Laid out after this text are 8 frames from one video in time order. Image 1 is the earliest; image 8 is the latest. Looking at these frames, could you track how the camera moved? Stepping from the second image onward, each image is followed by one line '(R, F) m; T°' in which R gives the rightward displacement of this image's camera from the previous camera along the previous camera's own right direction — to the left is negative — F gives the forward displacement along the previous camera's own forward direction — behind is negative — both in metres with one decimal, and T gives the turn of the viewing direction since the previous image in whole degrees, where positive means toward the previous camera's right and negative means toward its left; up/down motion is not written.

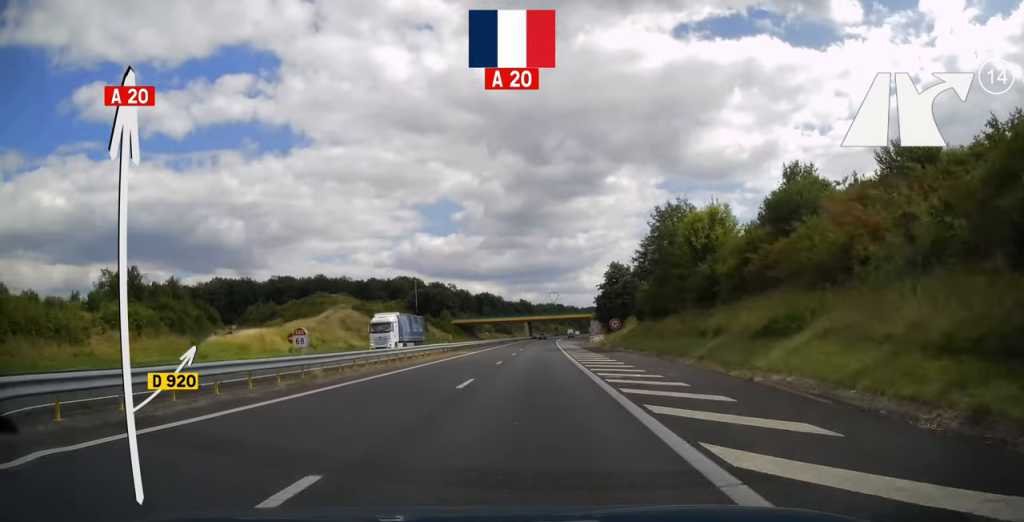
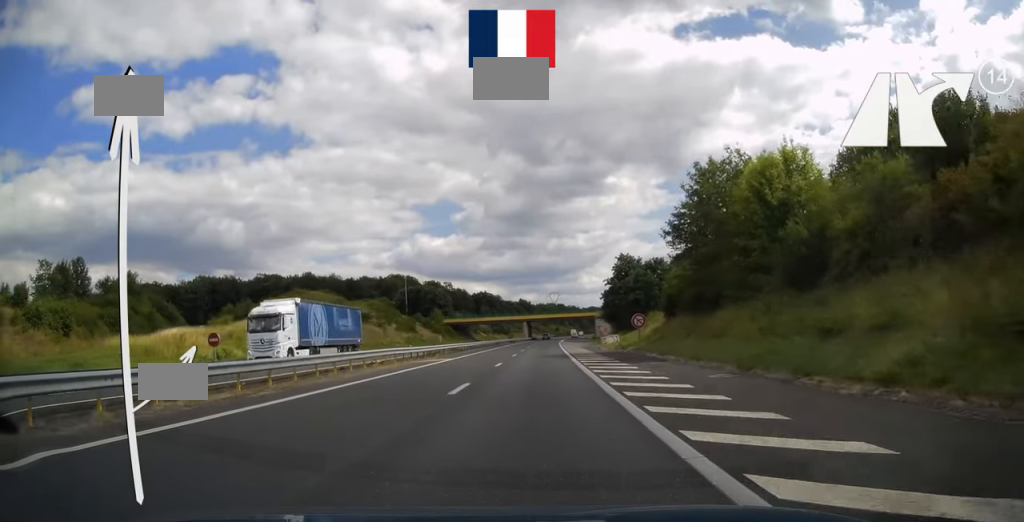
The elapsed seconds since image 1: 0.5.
(0.0, +14.7) m; 0°
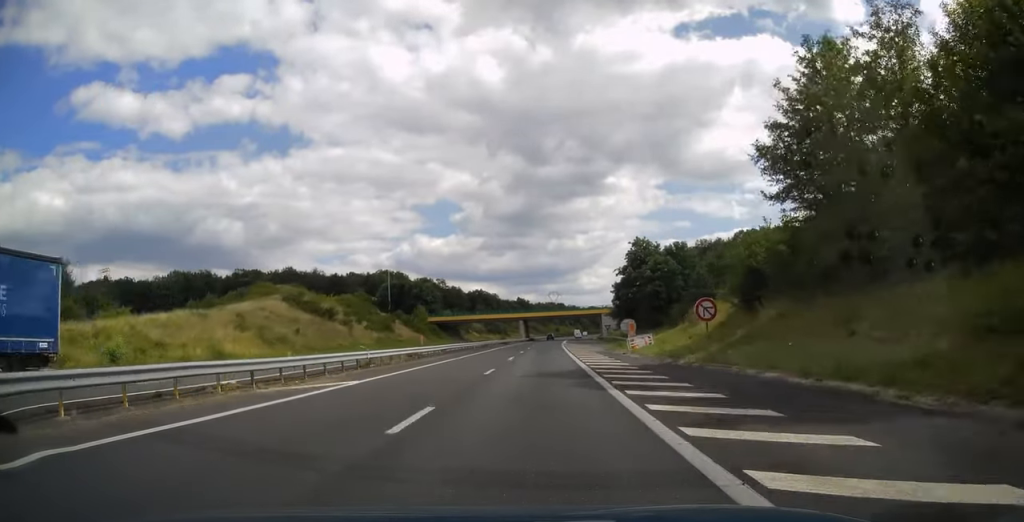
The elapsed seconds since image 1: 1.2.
(0.0, +19.1) m; 0°
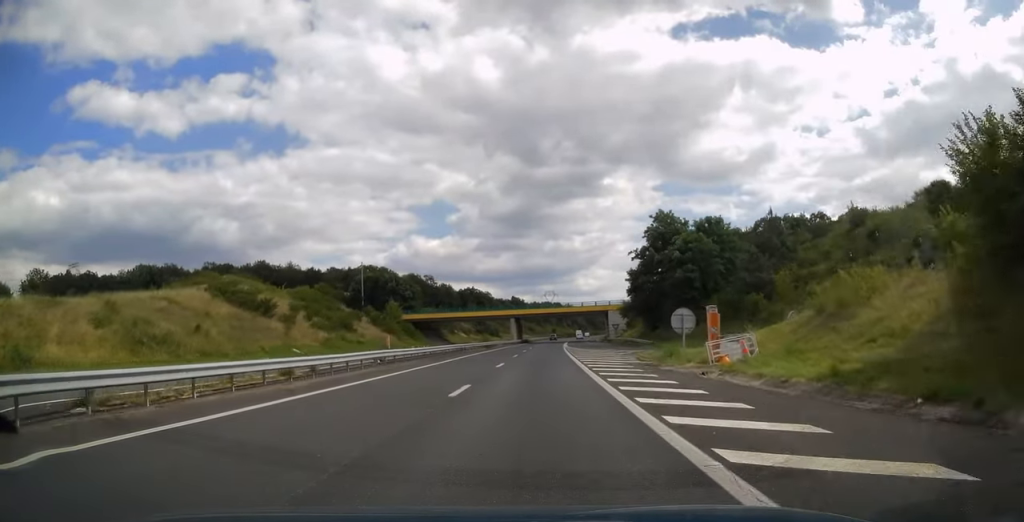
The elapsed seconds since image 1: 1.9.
(+0.1, +21.1) m; 0°
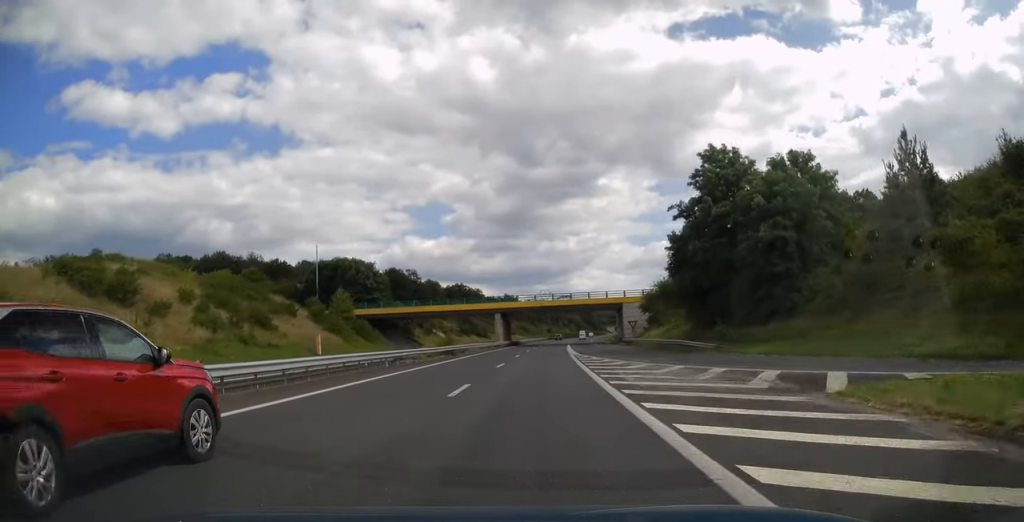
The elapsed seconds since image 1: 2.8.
(+0.1, +26.5) m; +1°
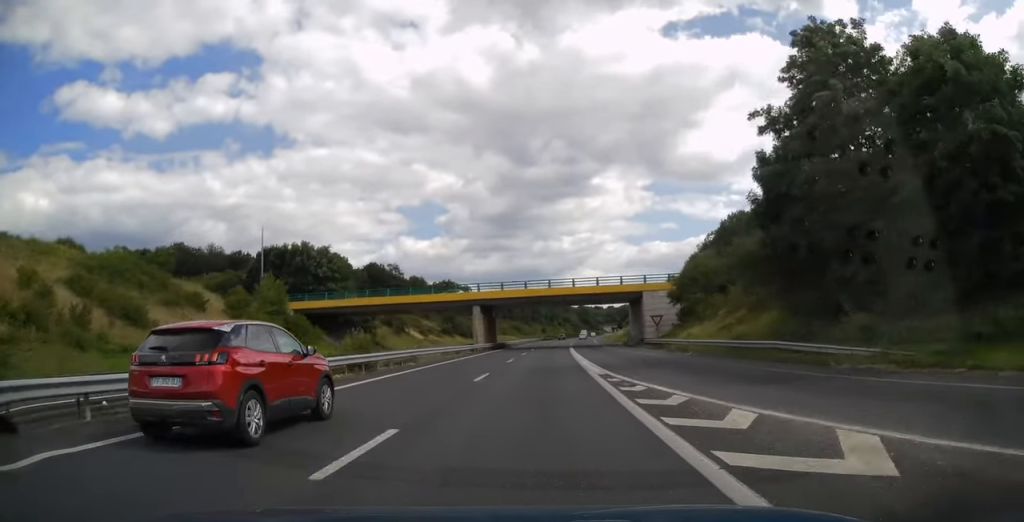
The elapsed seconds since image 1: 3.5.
(+0.1, +21.5) m; +1°
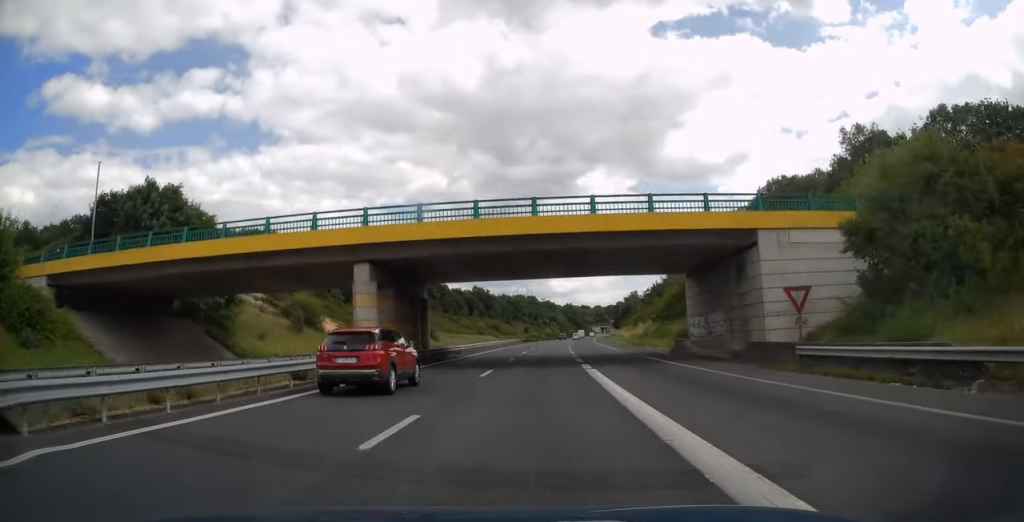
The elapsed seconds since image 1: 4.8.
(+0.6, +38.2) m; +2°
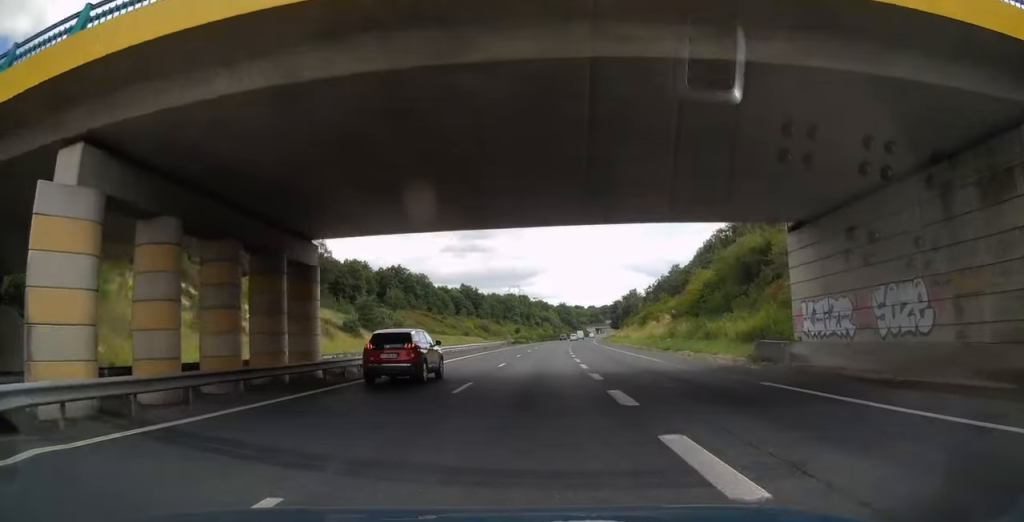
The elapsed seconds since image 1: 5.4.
(+0.1, +19.1) m; +1°
